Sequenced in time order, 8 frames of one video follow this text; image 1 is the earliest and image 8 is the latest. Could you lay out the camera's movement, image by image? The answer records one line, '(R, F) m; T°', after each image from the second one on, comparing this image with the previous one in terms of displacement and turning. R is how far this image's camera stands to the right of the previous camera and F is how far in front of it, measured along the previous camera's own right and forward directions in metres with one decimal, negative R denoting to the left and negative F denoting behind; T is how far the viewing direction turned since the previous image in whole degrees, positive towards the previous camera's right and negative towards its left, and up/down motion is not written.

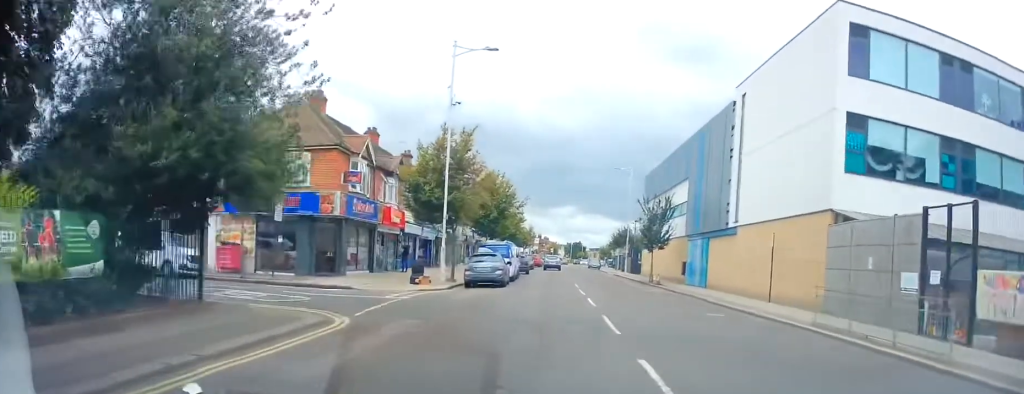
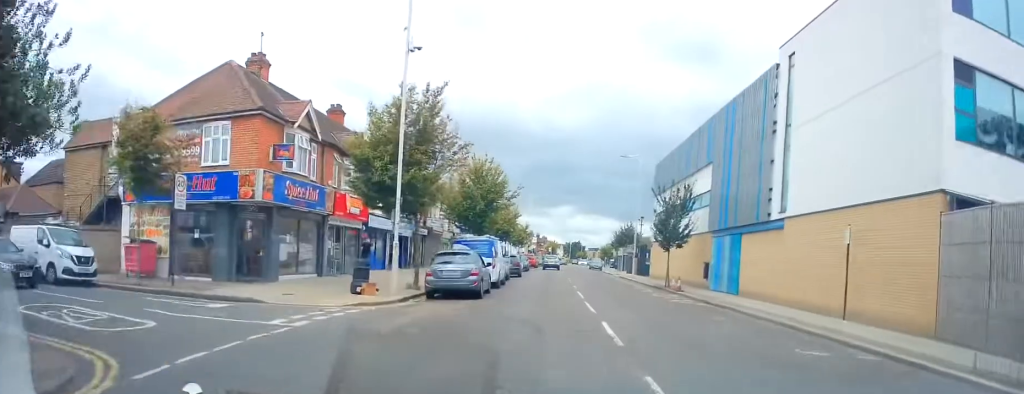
(+0.3, +6.8) m; 0°
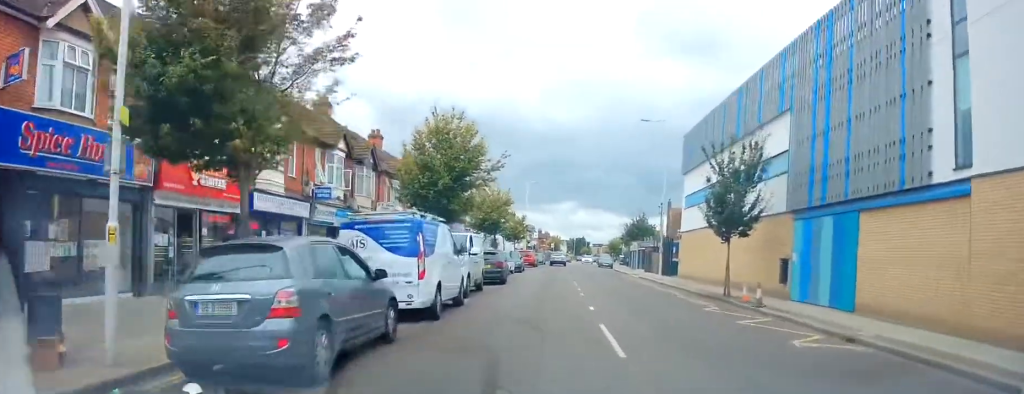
(-0.2, +12.1) m; 0°
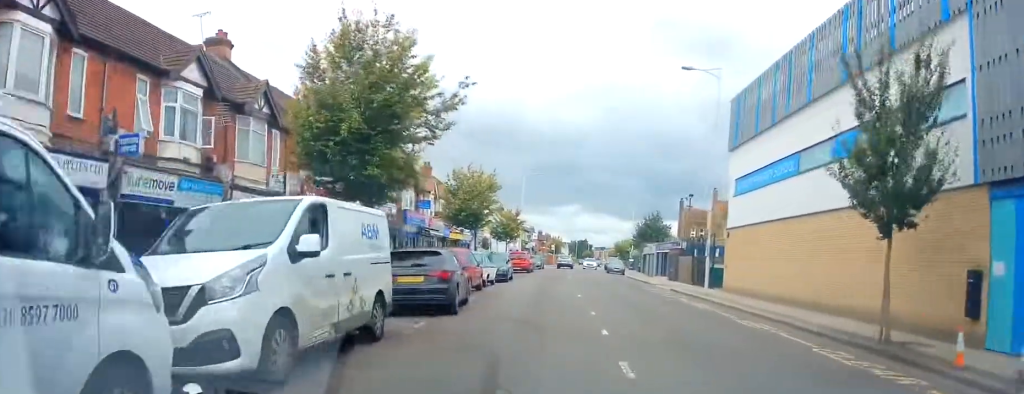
(-0.1, +11.6) m; 0°
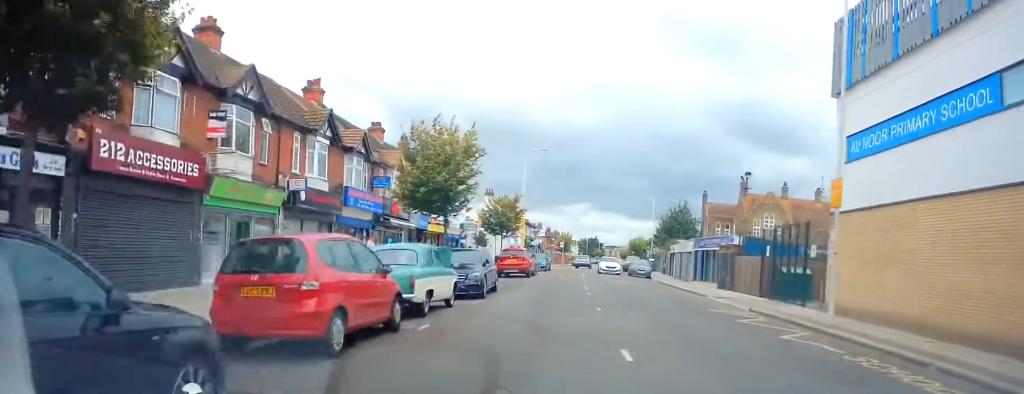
(+0.4, +11.8) m; 0°
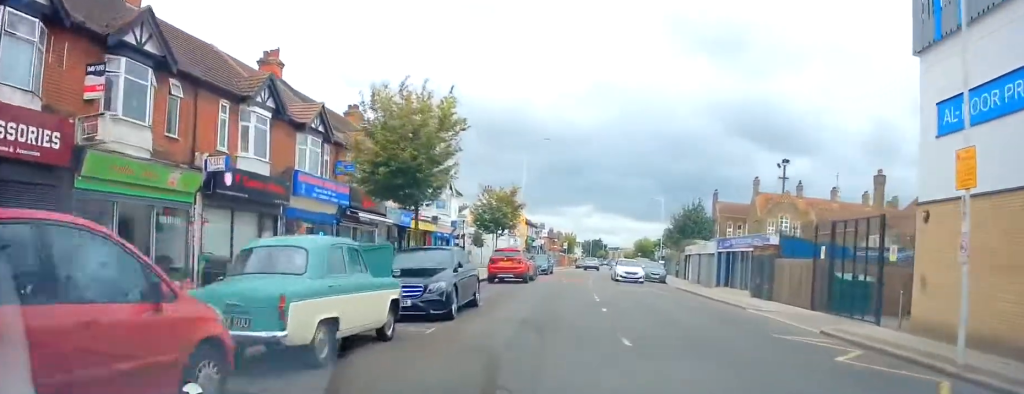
(-0.3, +5.4) m; 0°
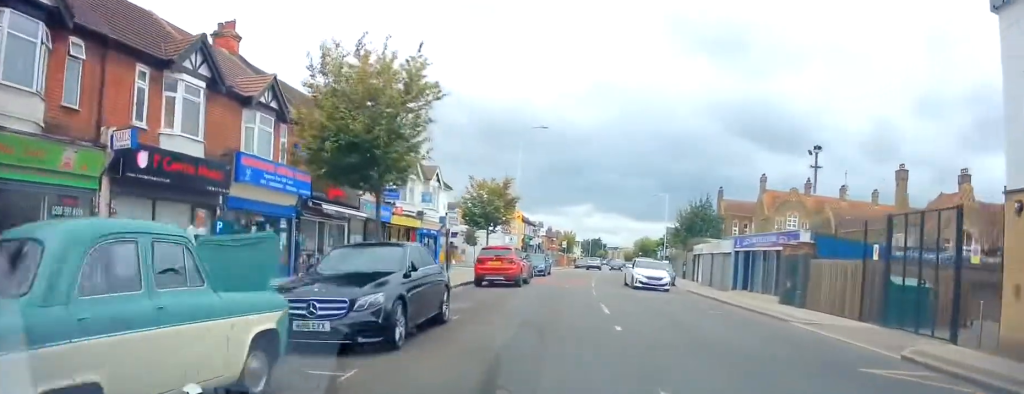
(-0.2, +3.9) m; 0°
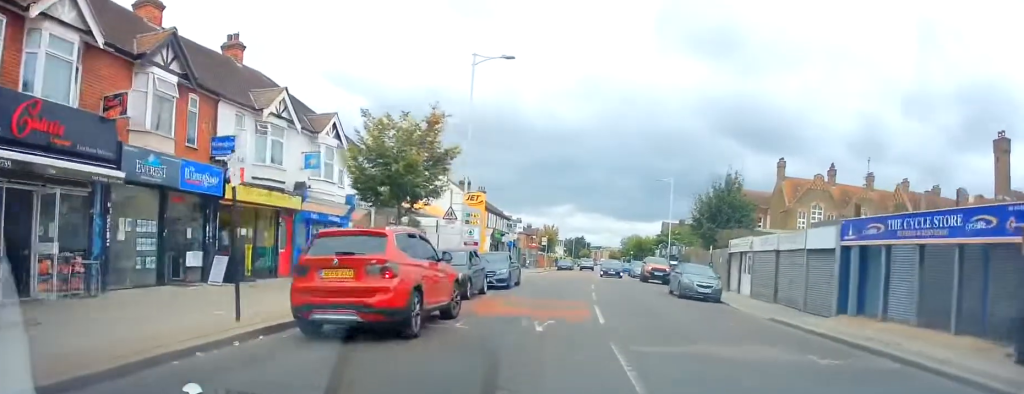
(+0.1, +15.2) m; 0°
